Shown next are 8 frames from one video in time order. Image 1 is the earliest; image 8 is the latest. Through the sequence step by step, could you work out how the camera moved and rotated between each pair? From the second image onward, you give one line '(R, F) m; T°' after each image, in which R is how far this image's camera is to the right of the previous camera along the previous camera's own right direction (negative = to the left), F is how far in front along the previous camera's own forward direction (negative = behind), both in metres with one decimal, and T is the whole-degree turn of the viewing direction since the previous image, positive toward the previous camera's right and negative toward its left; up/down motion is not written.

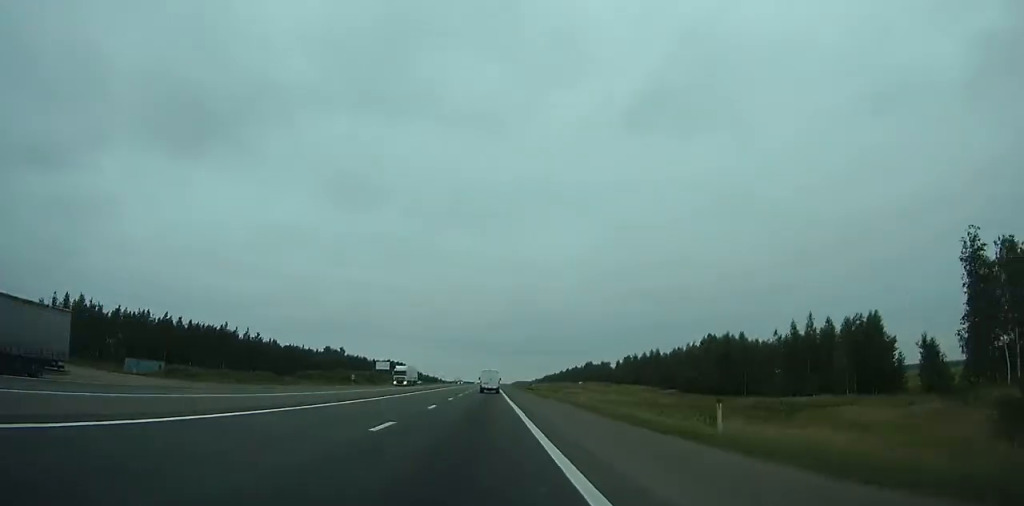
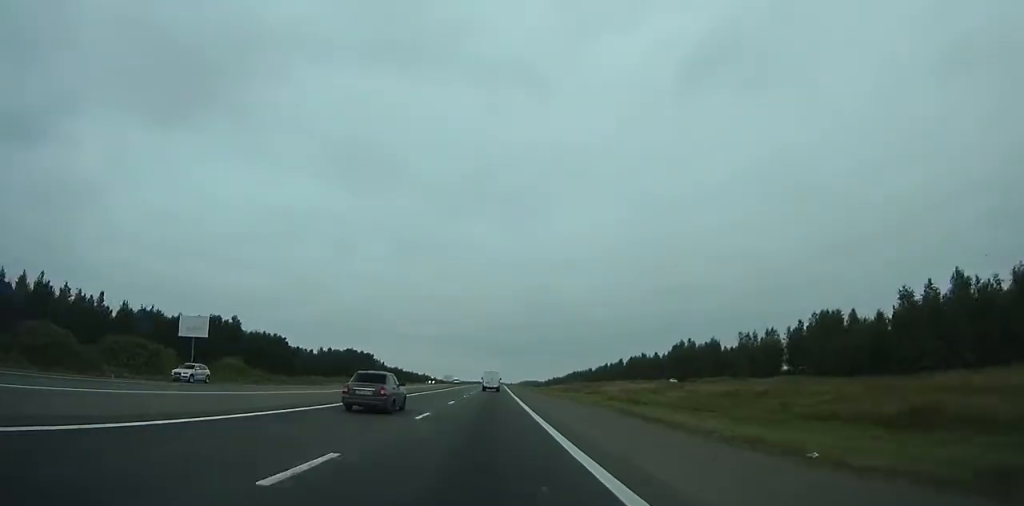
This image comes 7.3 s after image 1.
(-0.4, +163.1) m; 0°
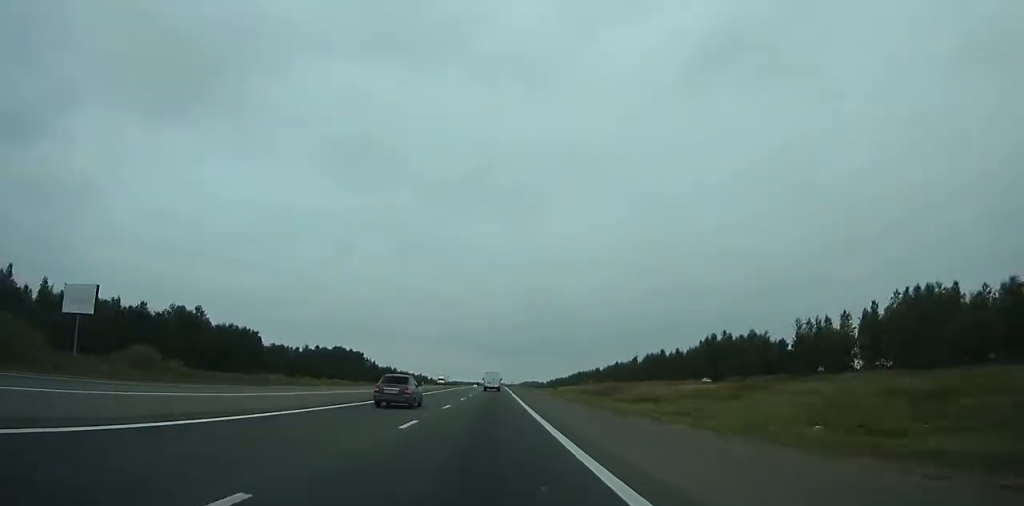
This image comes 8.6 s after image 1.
(-0.1, +28.5) m; 0°
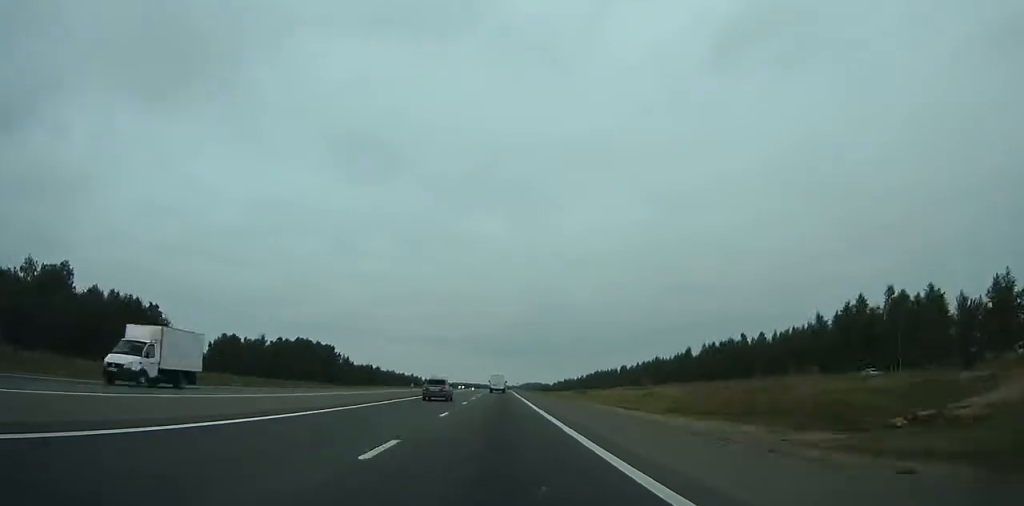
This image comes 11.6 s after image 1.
(-0.2, +65.6) m; 0°
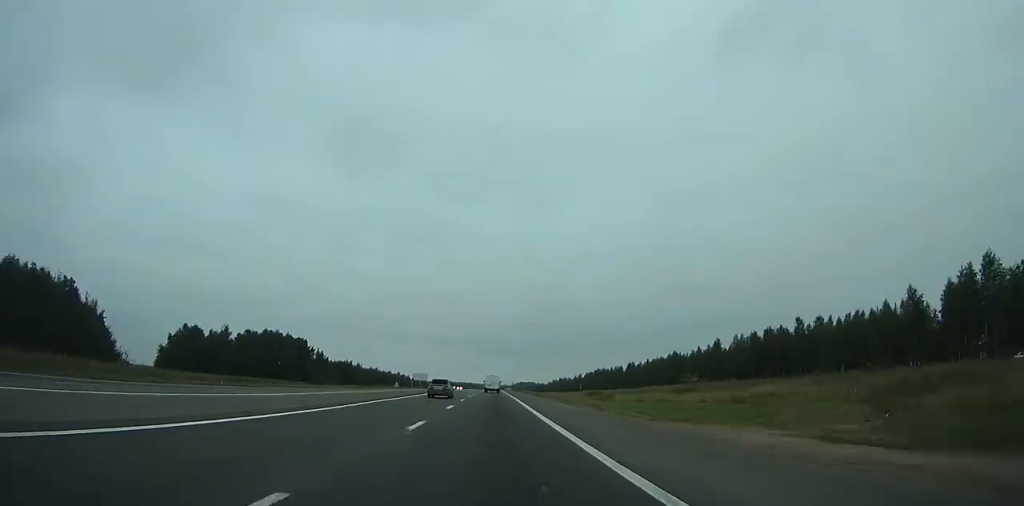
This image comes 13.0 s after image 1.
(-0.1, +30.6) m; 0°
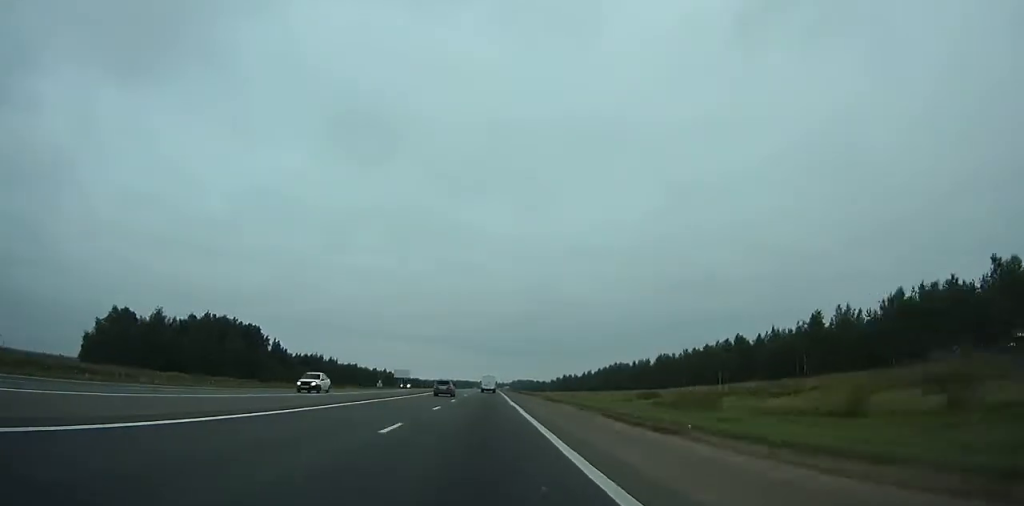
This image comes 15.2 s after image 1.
(+0.3, +48.4) m; 0°
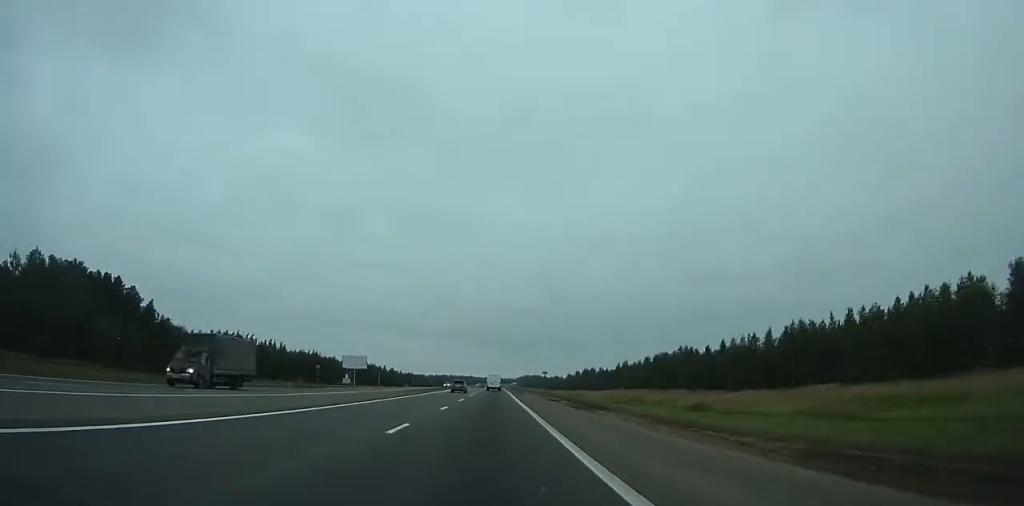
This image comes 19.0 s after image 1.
(0.0, +84.5) m; 0°
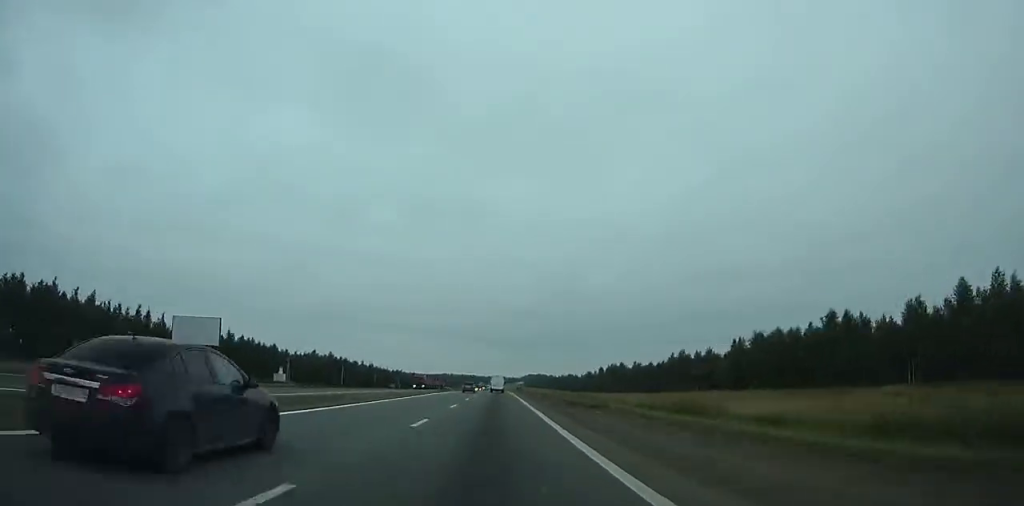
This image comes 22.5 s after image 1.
(+0.1, +78.9) m; 0°
